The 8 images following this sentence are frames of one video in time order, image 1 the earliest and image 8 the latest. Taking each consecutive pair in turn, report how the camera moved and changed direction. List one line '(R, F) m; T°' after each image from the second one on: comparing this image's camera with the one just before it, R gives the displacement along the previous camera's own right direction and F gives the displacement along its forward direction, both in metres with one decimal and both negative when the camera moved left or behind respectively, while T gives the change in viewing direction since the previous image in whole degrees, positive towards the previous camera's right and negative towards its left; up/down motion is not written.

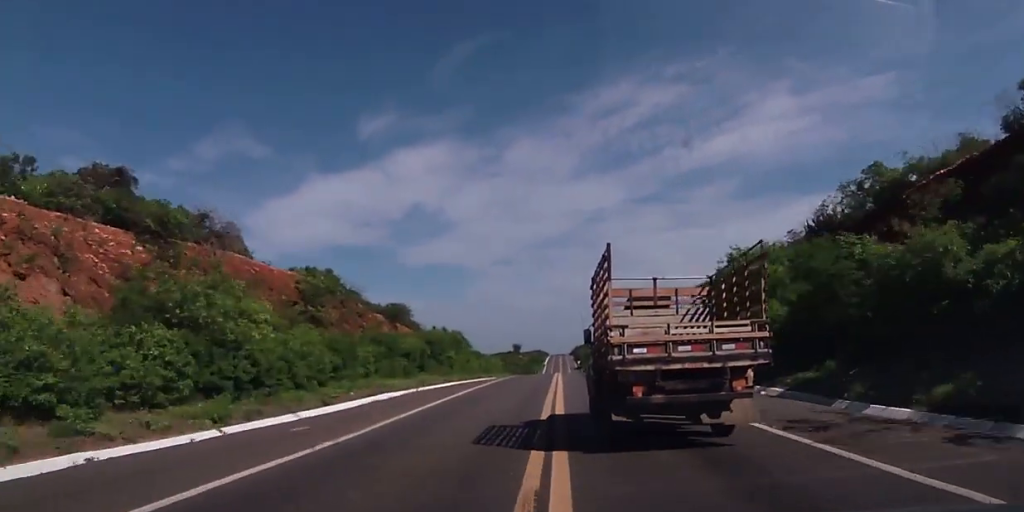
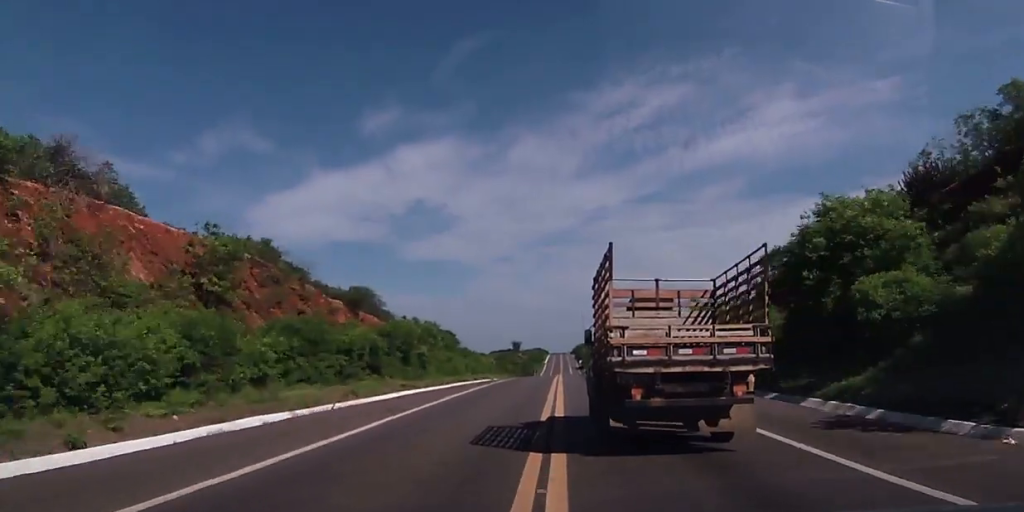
(0.0, +12.0) m; 0°
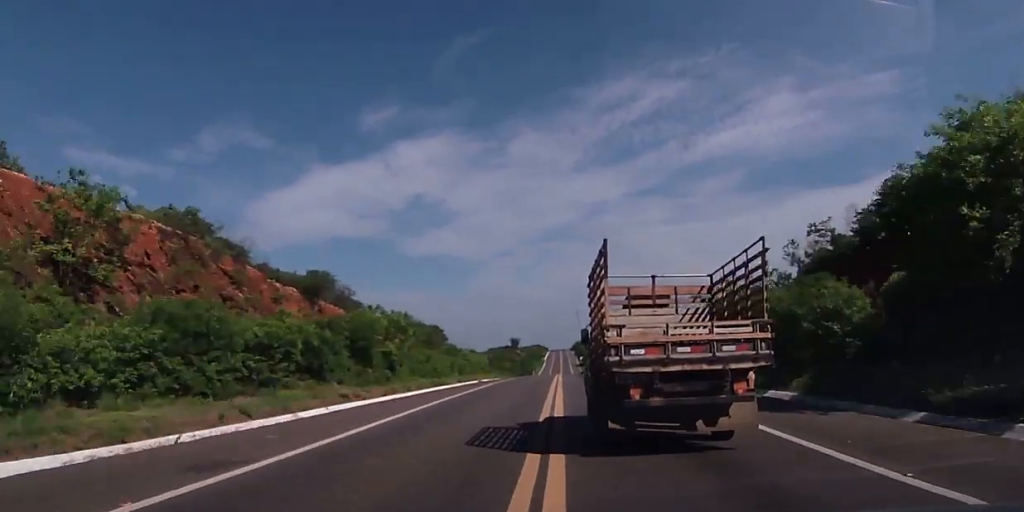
(+0.1, +8.7) m; 0°
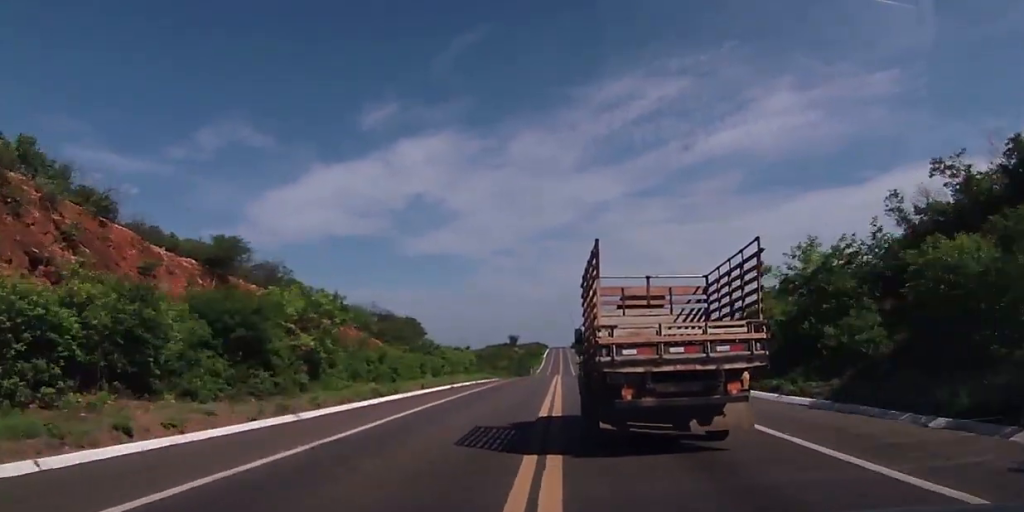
(0.0, +12.6) m; -1°
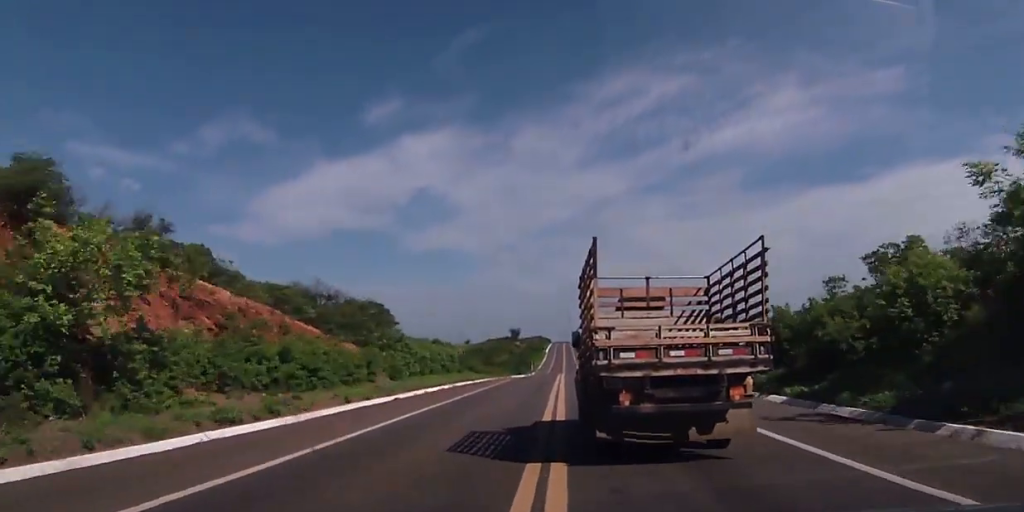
(-0.1, +13.5) m; 0°
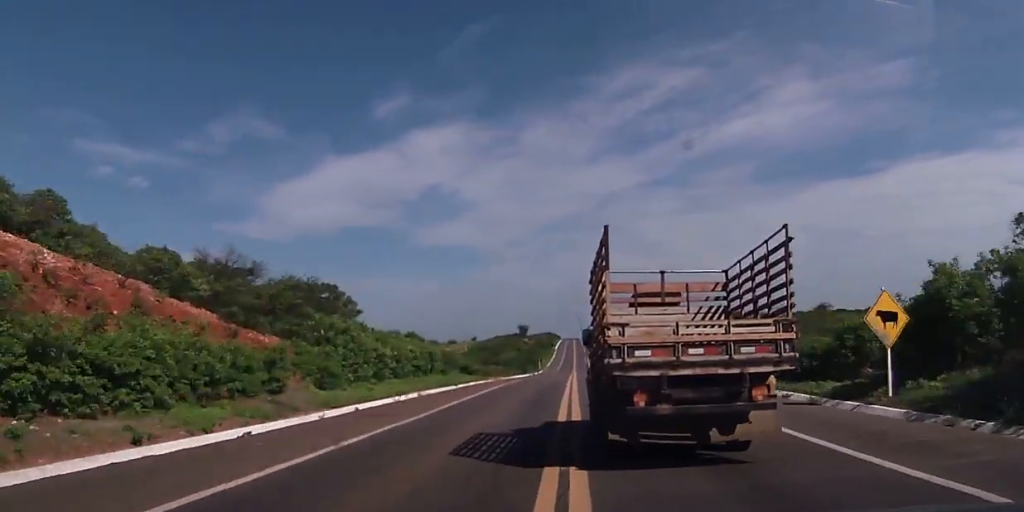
(-0.3, +12.5) m; +1°
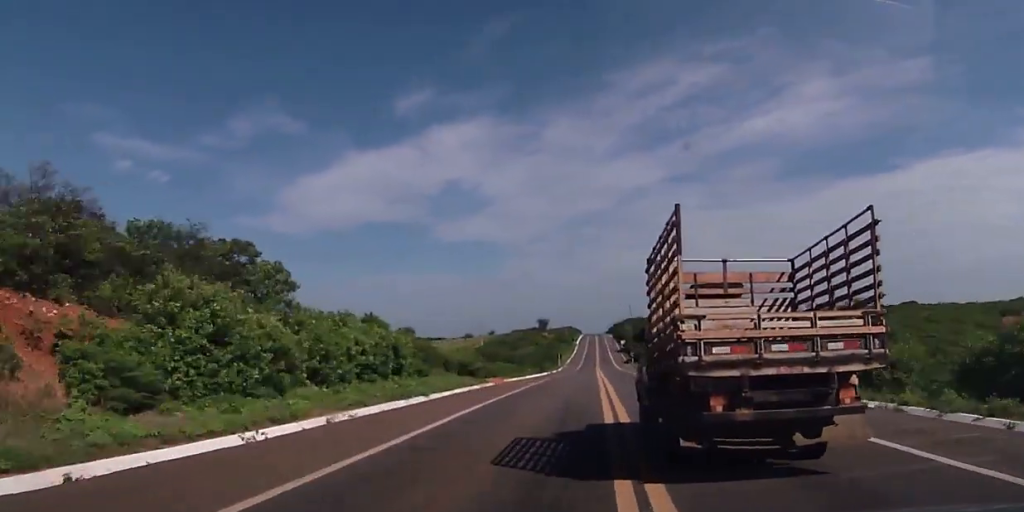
(+0.5, +13.8) m; 0°
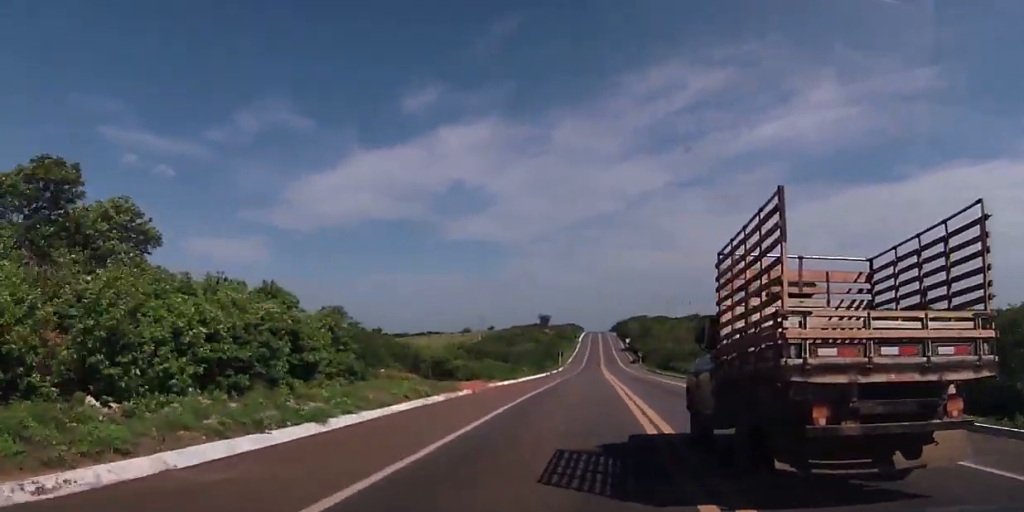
(0.0, +11.5) m; -1°
